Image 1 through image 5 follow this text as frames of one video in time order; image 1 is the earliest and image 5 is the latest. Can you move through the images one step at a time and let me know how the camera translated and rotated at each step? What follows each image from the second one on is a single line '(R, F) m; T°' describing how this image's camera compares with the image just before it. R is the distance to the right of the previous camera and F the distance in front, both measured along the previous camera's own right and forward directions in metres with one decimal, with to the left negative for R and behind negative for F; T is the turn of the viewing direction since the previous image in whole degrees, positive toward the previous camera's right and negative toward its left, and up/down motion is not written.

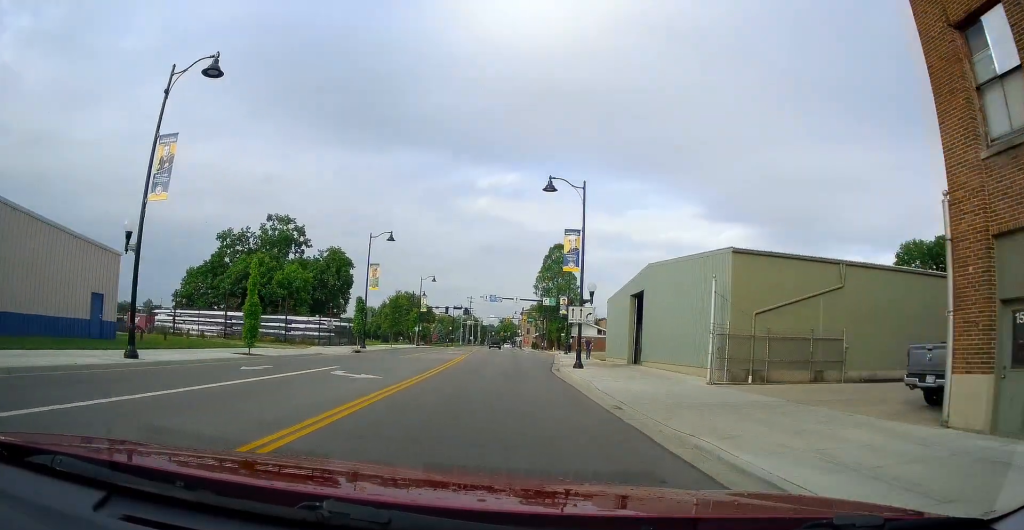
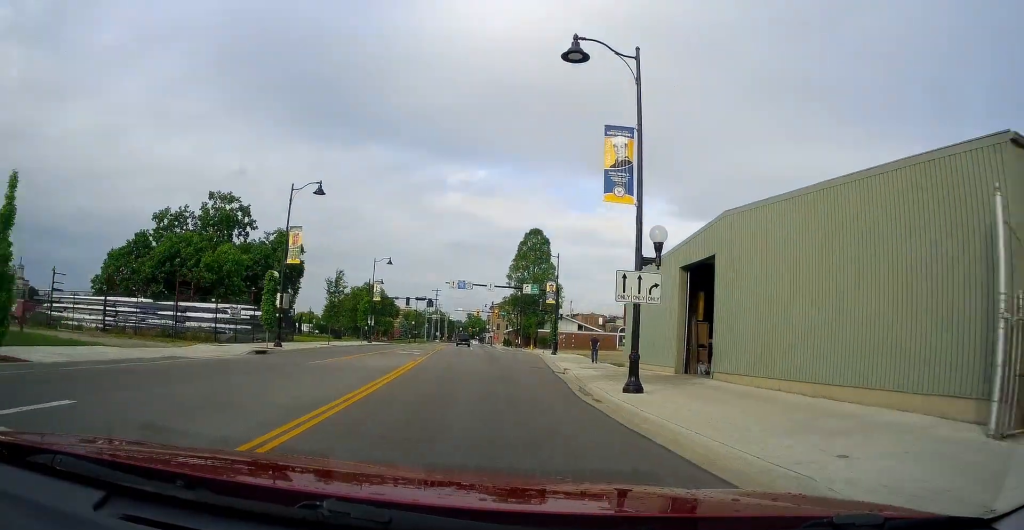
(+0.4, +14.4) m; +3°
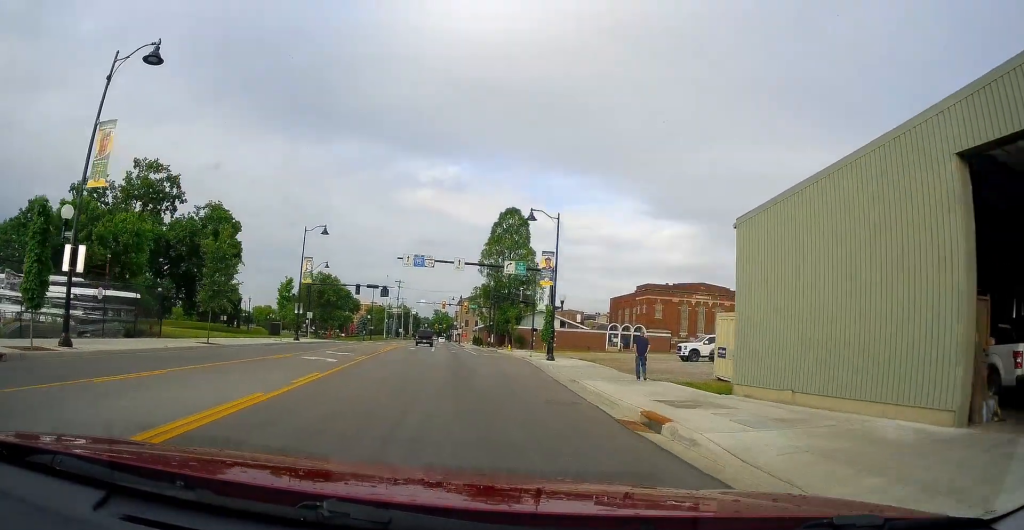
(+0.6, +17.0) m; +6°
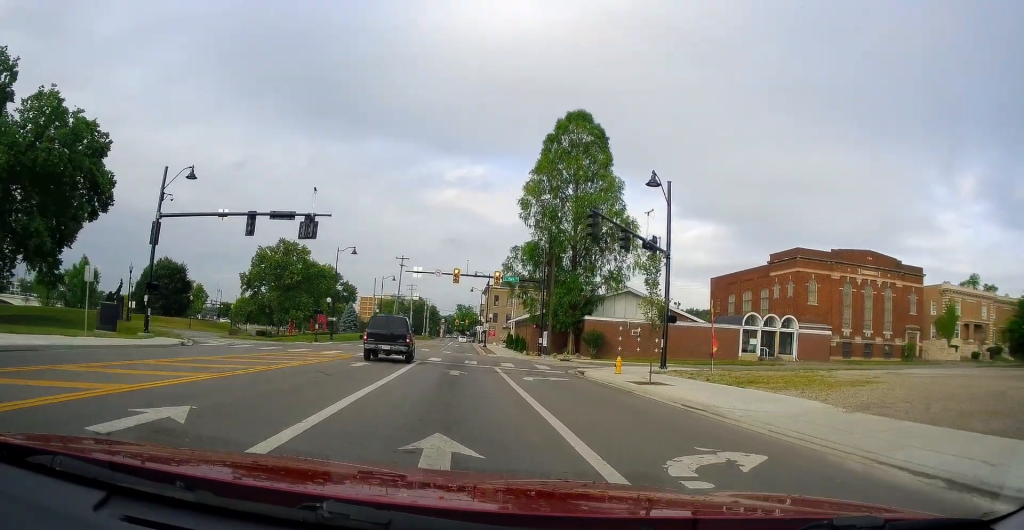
(-1.6, +41.7) m; -5°
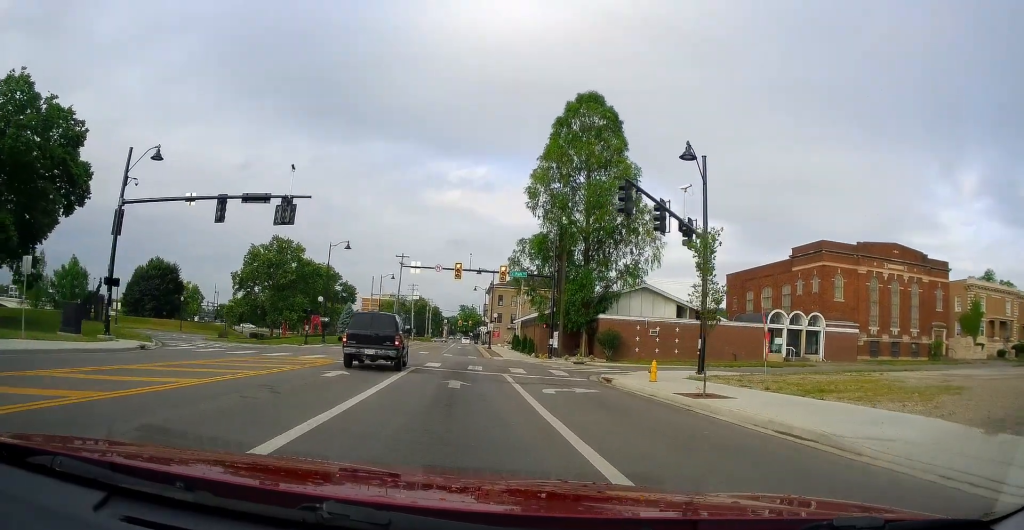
(+0.3, +4.2) m; 0°
